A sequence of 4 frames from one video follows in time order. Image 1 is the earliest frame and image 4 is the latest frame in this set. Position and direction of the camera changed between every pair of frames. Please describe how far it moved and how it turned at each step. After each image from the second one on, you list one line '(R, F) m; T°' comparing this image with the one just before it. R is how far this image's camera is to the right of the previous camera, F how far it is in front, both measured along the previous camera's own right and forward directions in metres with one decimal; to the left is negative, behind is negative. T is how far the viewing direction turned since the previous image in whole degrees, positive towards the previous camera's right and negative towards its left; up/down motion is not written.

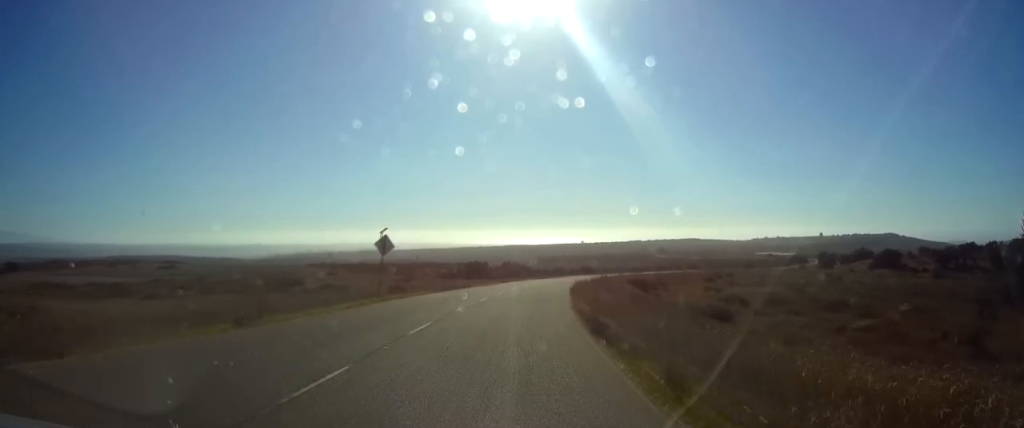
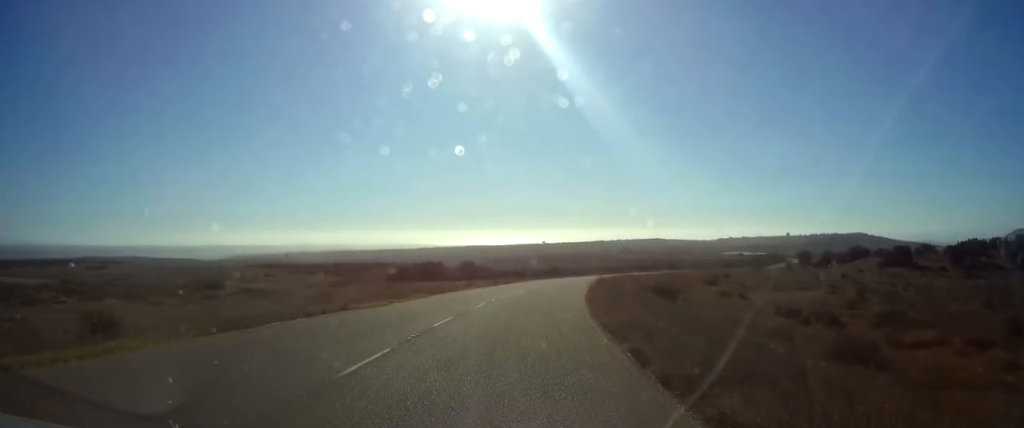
(+0.9, +26.1) m; +4°
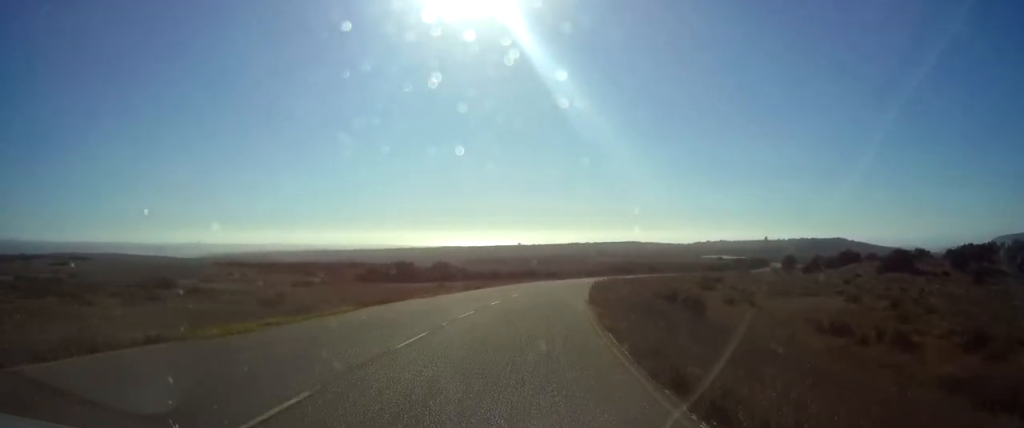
(+0.4, +11.2) m; +3°
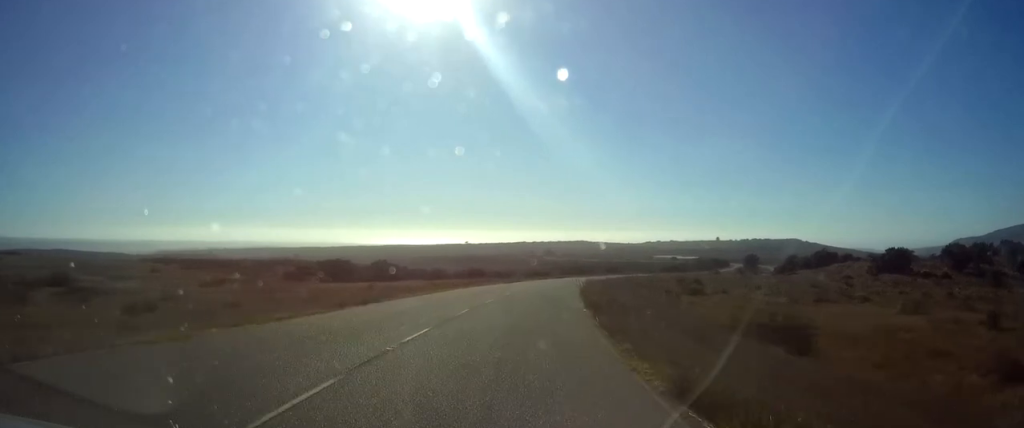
(+0.7, +20.4) m; +6°
